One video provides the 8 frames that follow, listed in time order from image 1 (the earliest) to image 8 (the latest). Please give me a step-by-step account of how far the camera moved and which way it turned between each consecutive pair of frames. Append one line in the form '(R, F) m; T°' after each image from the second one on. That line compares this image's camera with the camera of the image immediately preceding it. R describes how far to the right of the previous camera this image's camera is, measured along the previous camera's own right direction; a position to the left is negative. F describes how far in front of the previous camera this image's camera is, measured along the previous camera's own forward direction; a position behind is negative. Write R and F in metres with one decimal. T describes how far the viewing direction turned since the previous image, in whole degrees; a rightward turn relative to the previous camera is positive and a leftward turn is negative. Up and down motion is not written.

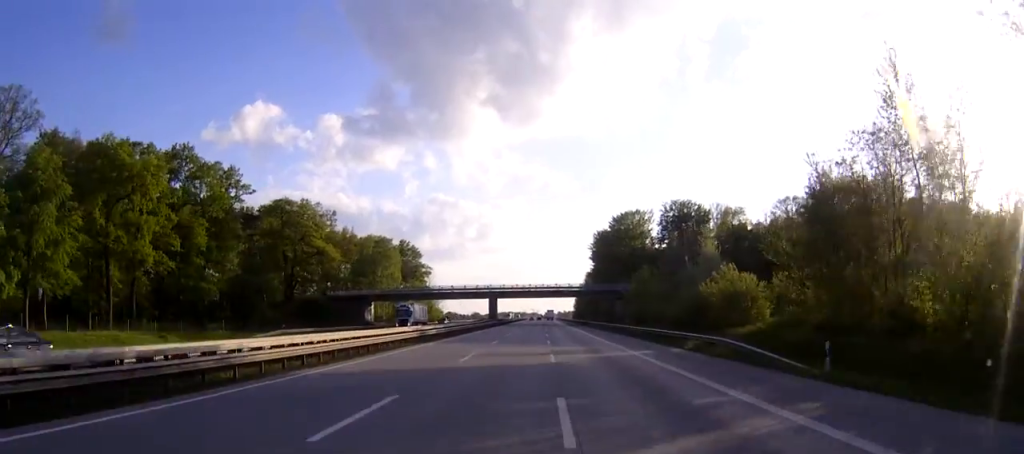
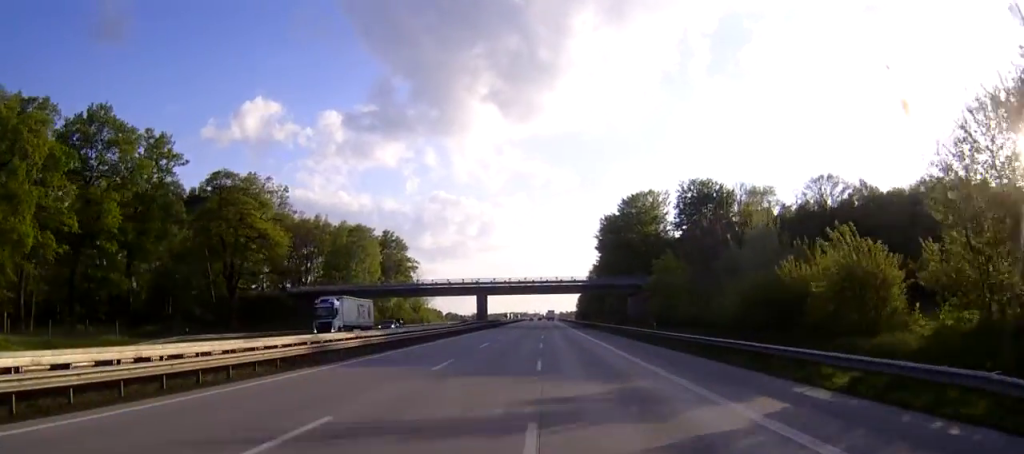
(0.0, +21.1) m; 0°
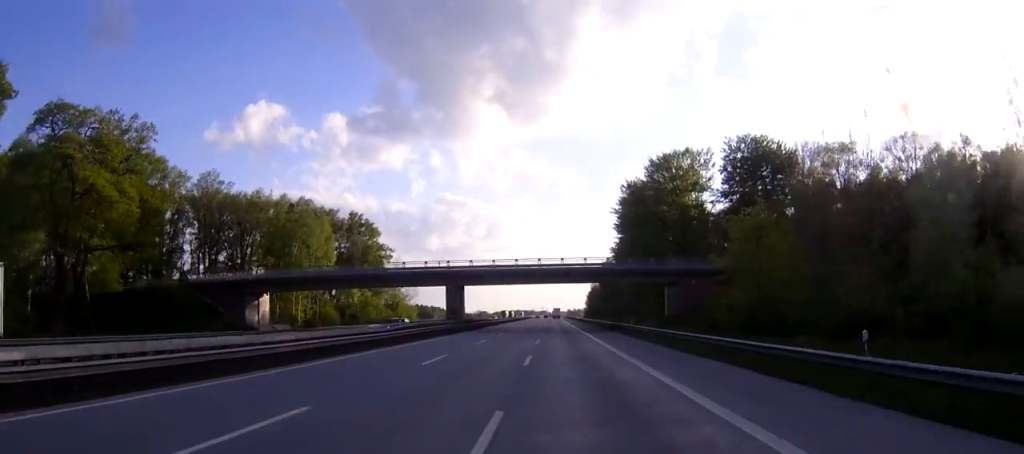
(-0.1, +34.9) m; 0°
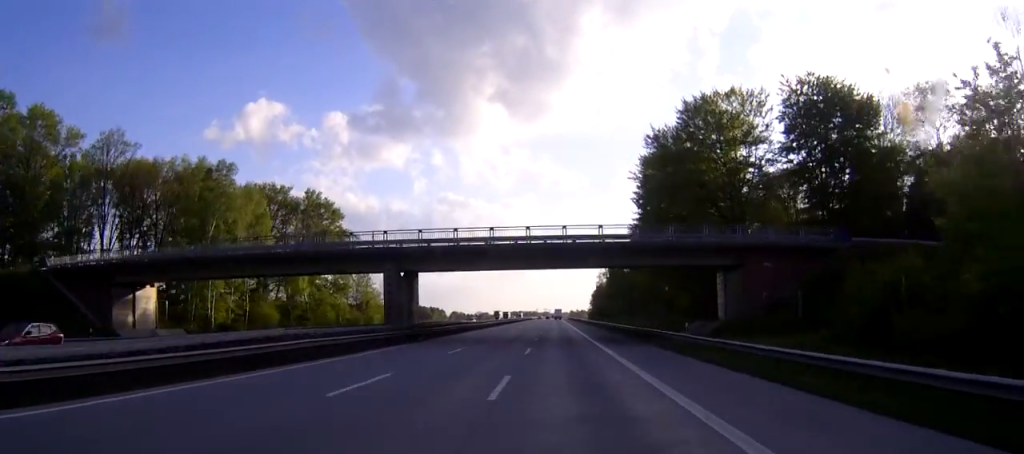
(0.0, +27.6) m; 0°
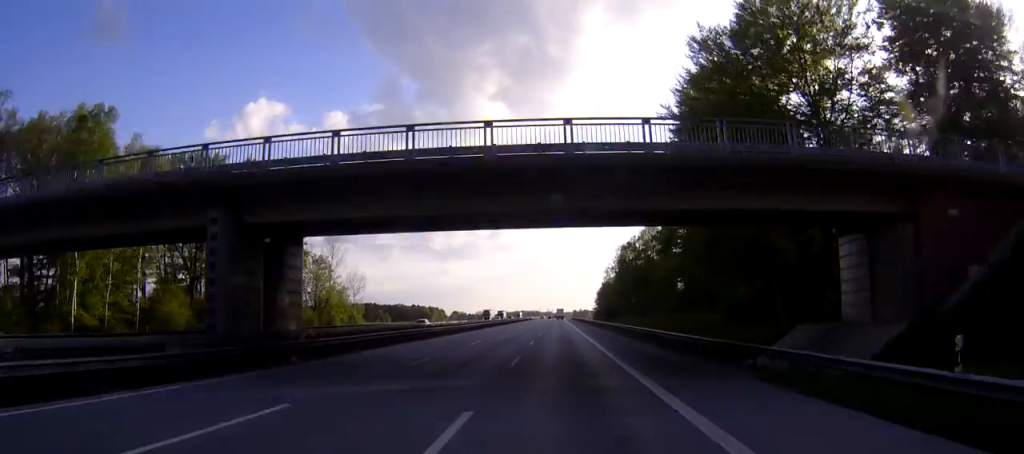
(0.0, +25.8) m; 0°
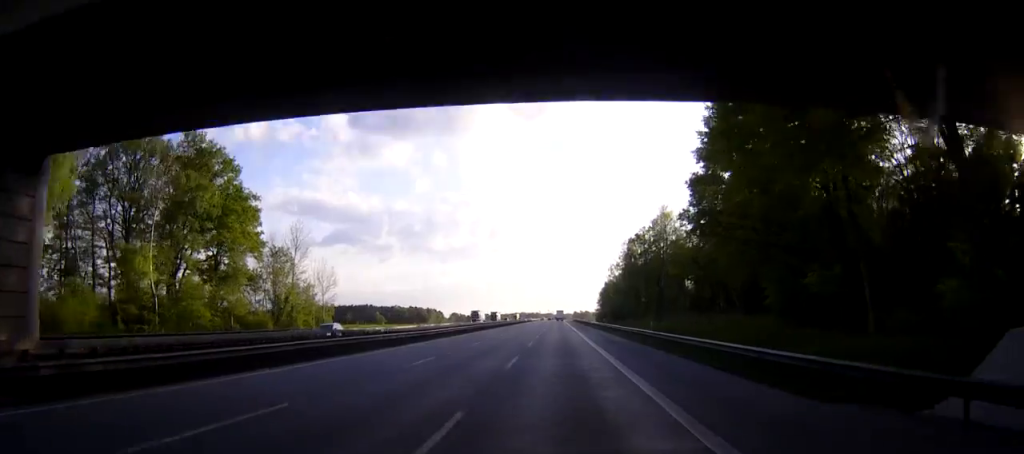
(0.0, +17.5) m; 0°
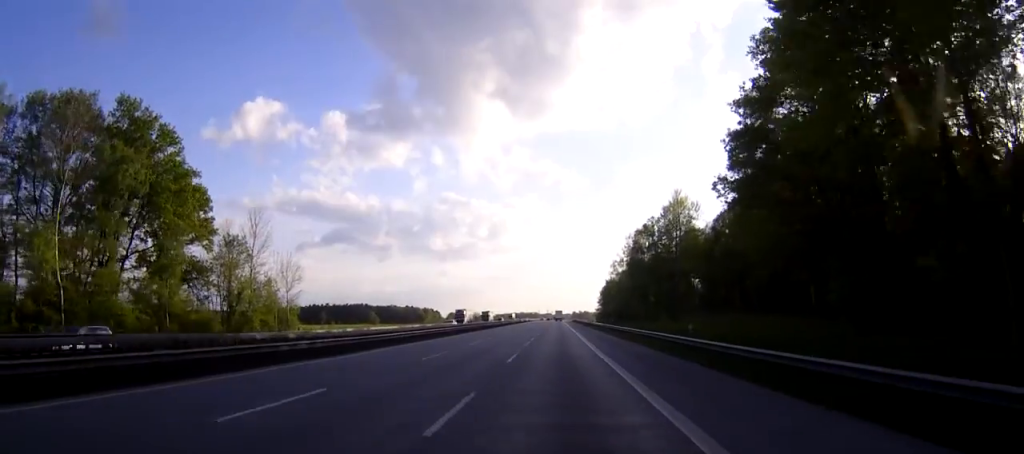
(0.0, +14.7) m; 0°
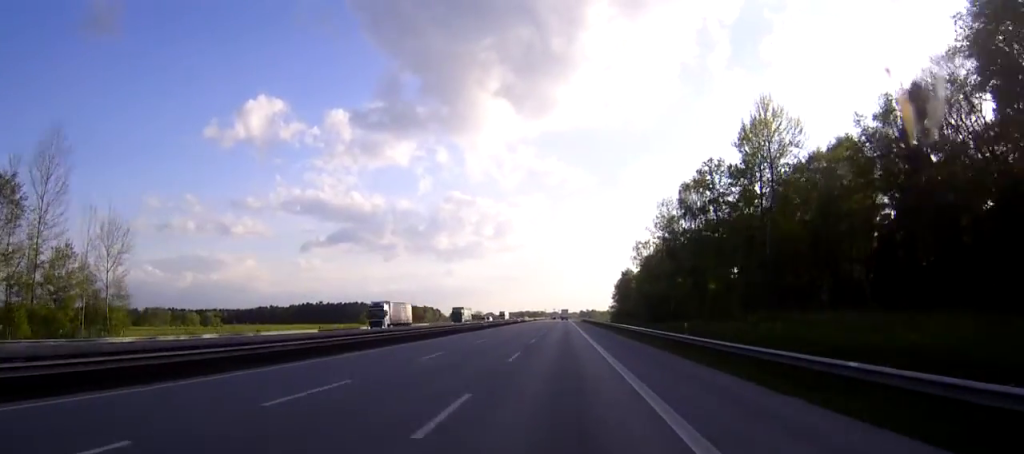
(0.0, +44.3) m; -1°
